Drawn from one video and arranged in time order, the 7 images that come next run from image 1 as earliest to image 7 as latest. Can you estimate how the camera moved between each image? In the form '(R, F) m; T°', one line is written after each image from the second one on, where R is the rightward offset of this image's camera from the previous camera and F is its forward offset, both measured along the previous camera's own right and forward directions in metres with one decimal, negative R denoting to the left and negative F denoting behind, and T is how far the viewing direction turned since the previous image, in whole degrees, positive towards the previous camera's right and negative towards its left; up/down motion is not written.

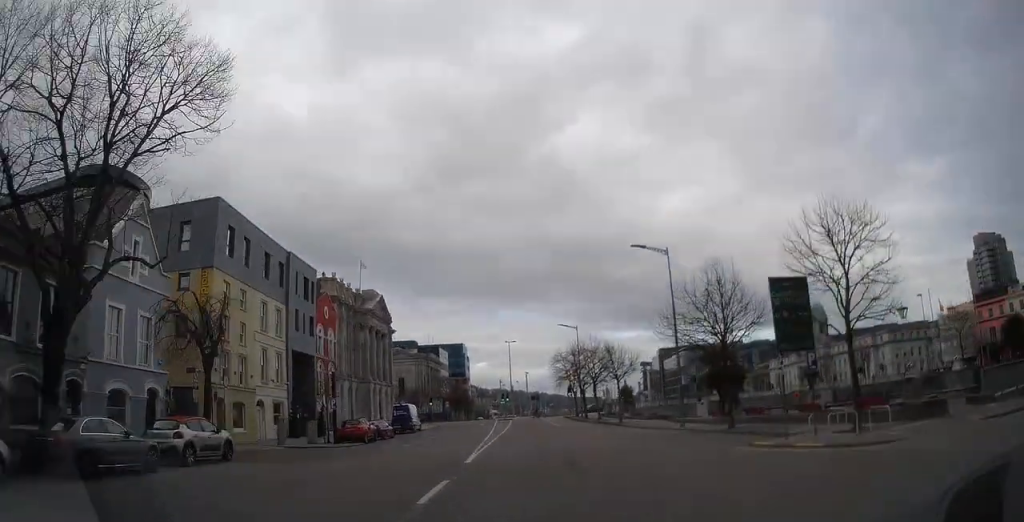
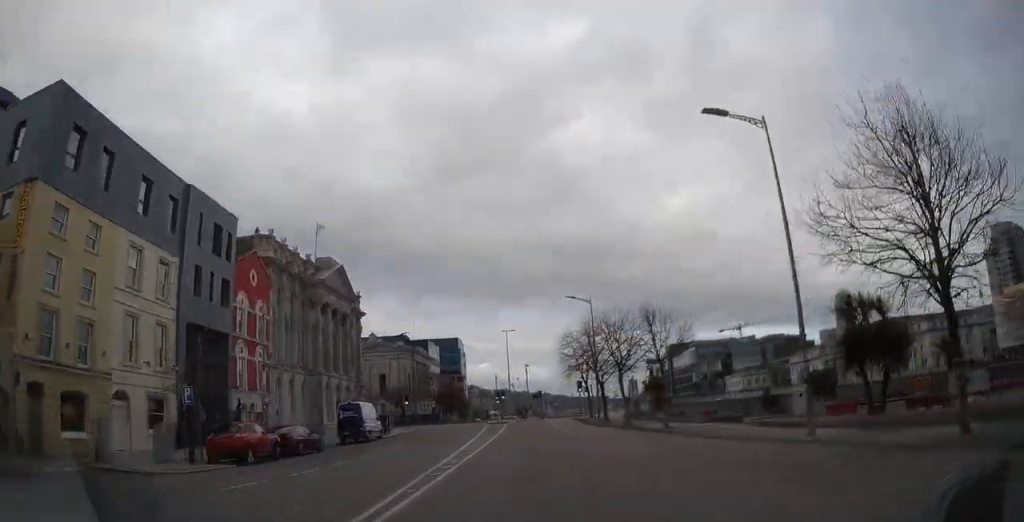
(-0.2, +16.3) m; -1°
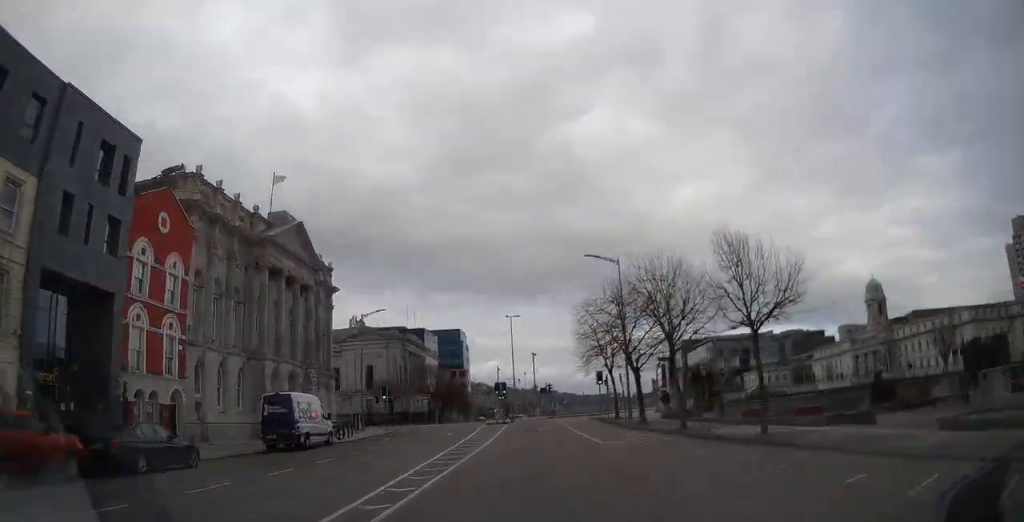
(0.0, +13.0) m; 0°
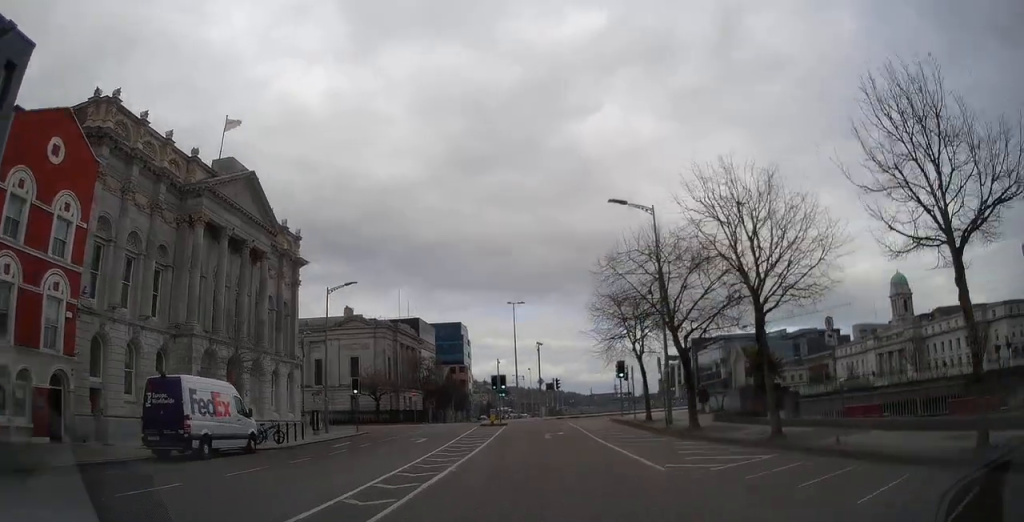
(0.0, +10.1) m; 0°
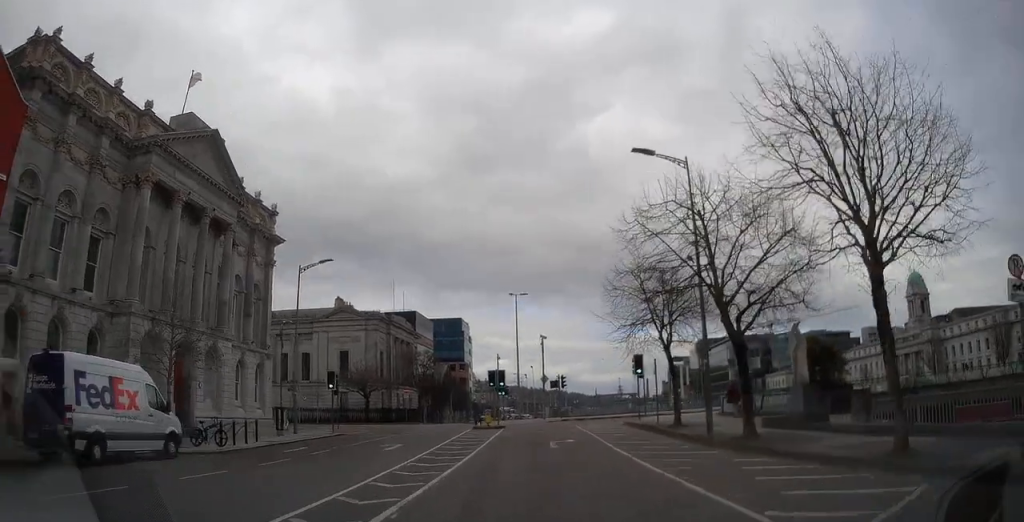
(-0.1, +6.1) m; +1°
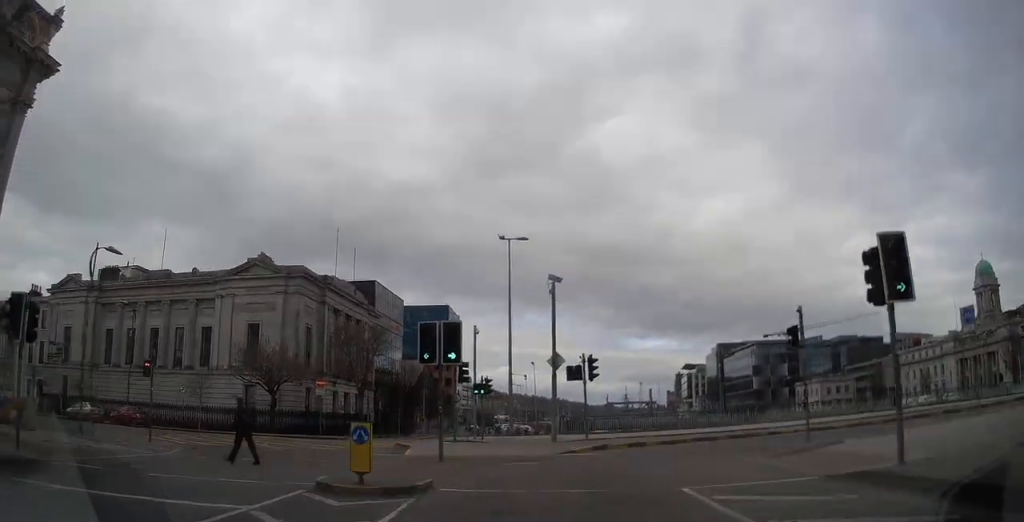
(+0.3, +28.4) m; -1°
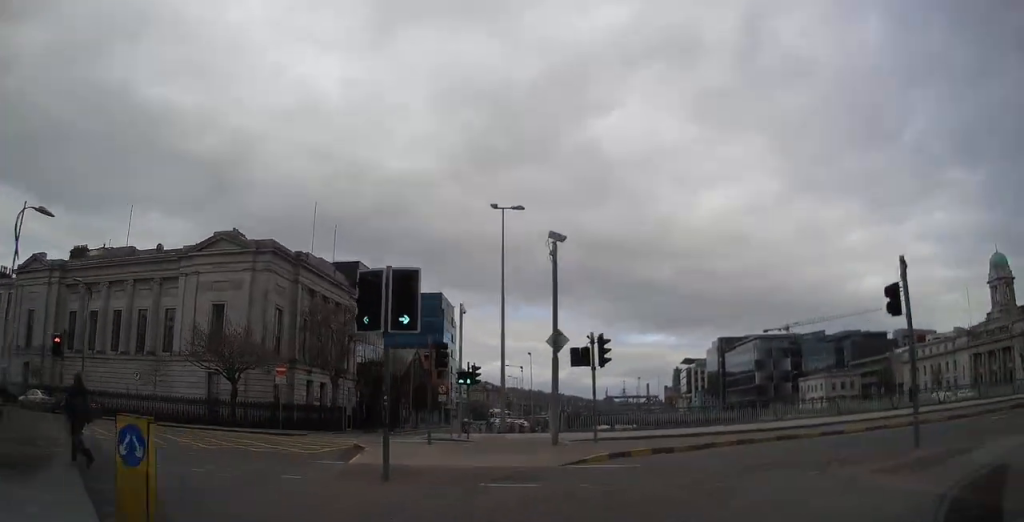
(0.0, +6.8) m; +2°
